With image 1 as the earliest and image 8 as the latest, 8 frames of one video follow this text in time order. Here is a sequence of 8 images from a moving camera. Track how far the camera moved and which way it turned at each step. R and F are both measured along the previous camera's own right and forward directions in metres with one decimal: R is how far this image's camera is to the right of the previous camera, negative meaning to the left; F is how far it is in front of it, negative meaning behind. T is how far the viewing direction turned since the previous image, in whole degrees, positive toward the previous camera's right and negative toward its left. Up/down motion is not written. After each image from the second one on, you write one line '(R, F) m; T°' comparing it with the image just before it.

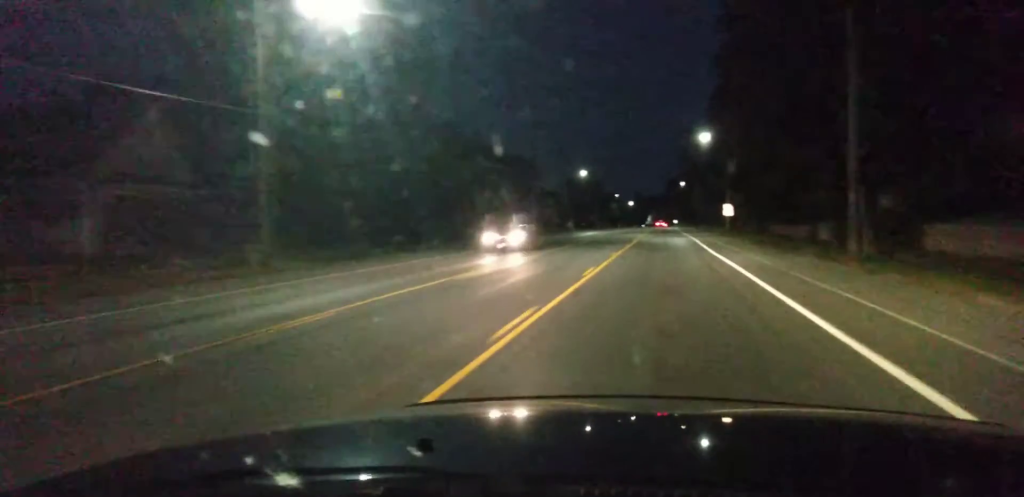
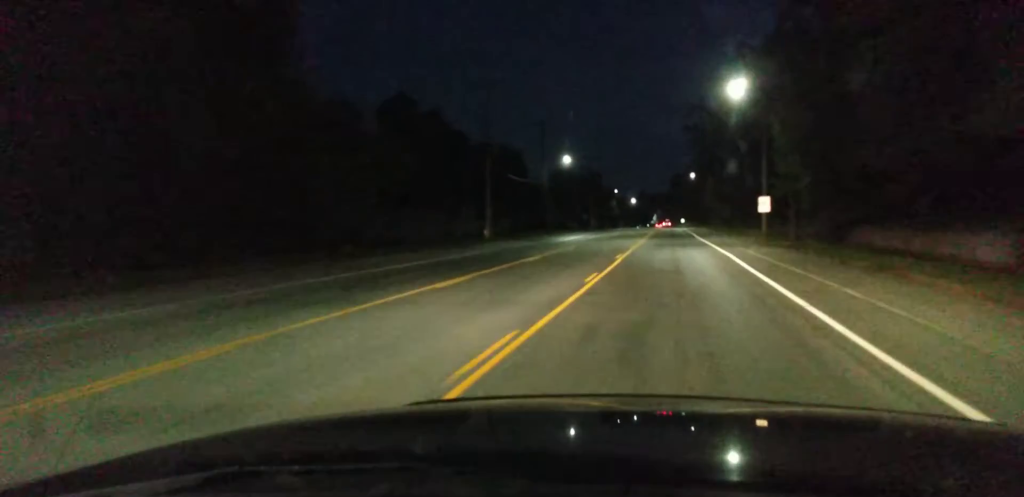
(-0.3, +28.1) m; -1°
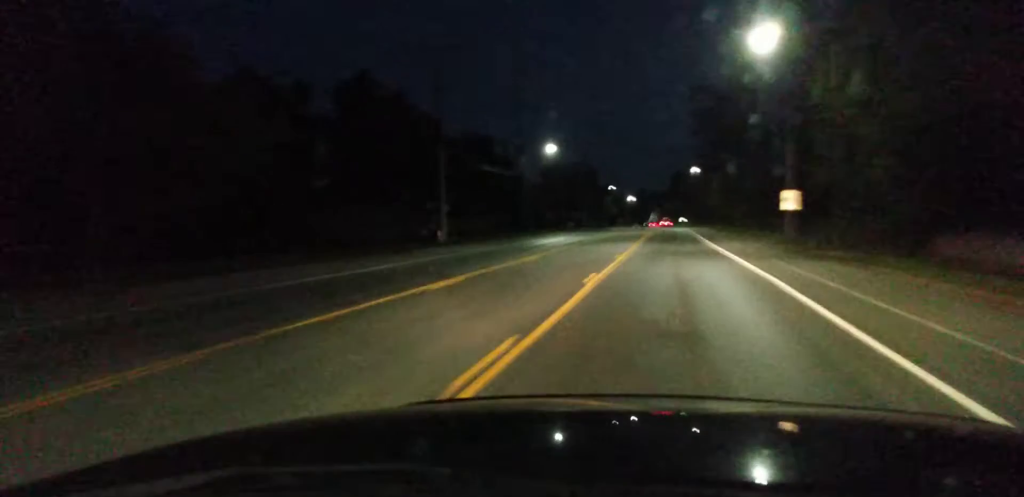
(-0.1, +12.9) m; 0°
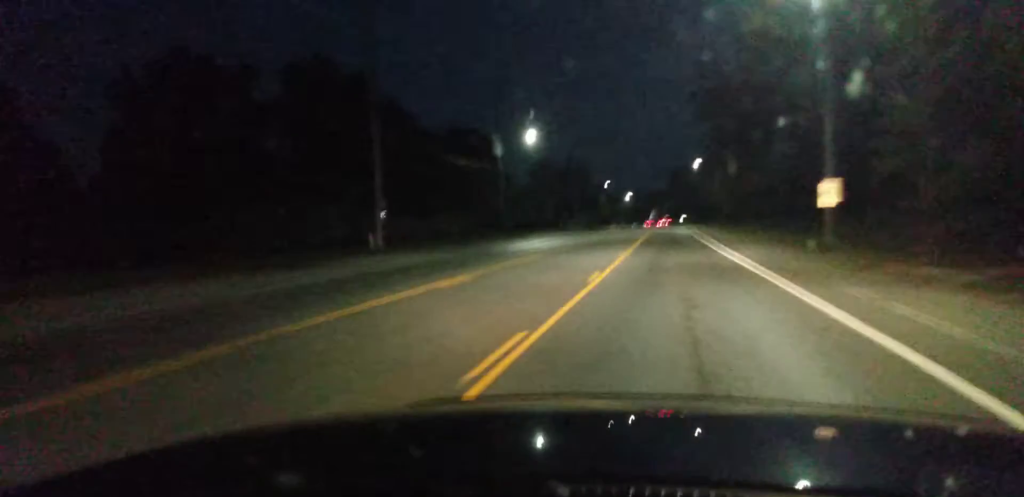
(-0.1, +11.0) m; 0°
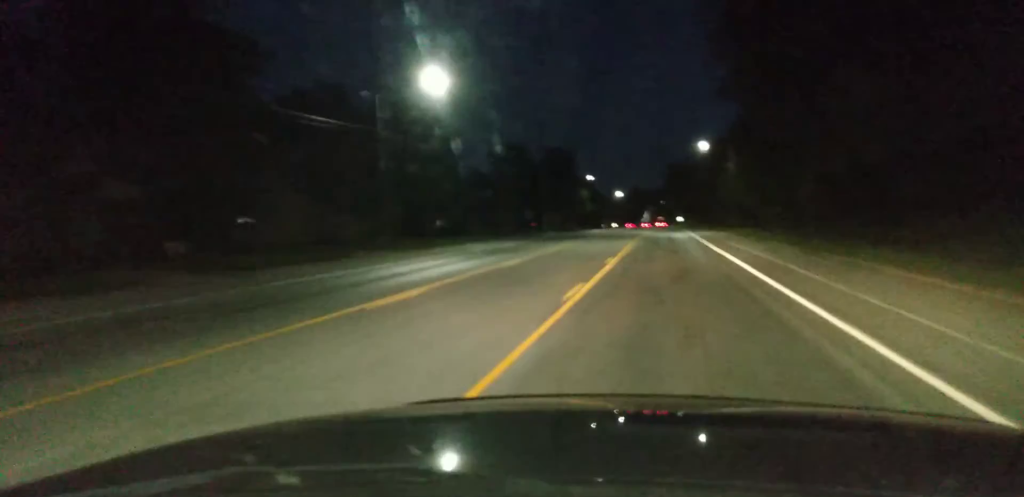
(-0.1, +28.2) m; 0°
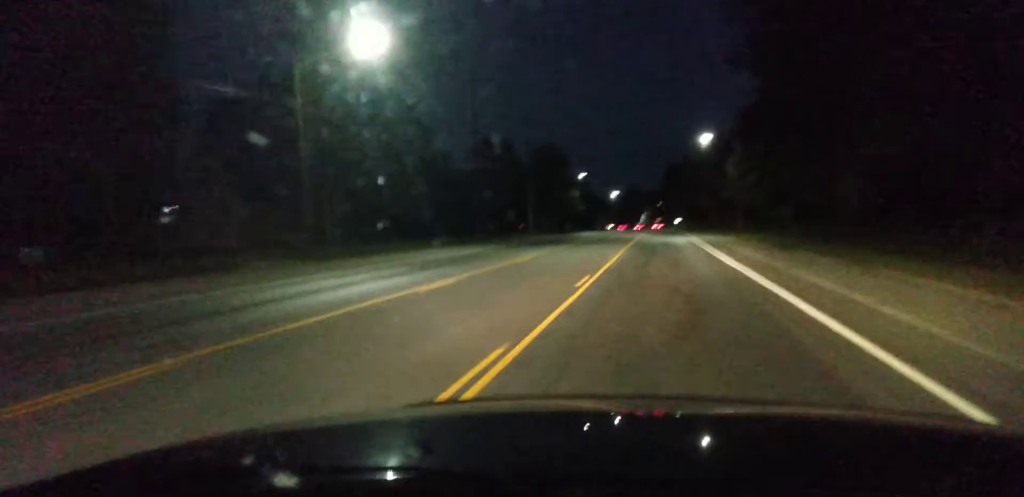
(0.0, +9.9) m; 0°
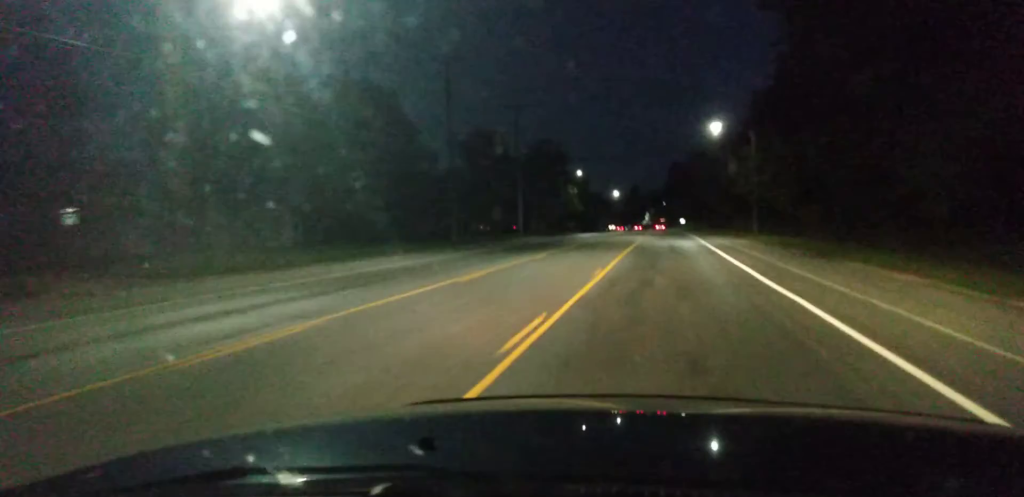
(+0.1, +8.1) m; +1°
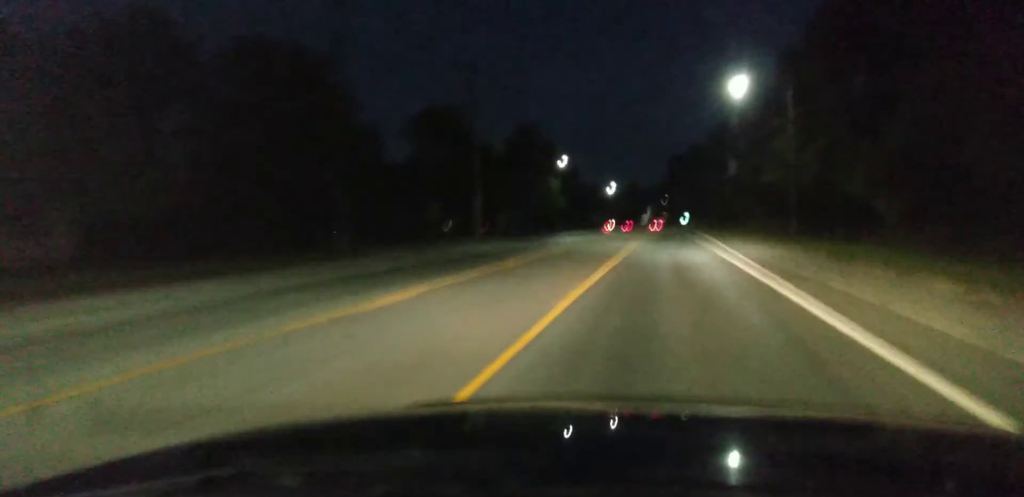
(+0.1, +19.7) m; 0°
